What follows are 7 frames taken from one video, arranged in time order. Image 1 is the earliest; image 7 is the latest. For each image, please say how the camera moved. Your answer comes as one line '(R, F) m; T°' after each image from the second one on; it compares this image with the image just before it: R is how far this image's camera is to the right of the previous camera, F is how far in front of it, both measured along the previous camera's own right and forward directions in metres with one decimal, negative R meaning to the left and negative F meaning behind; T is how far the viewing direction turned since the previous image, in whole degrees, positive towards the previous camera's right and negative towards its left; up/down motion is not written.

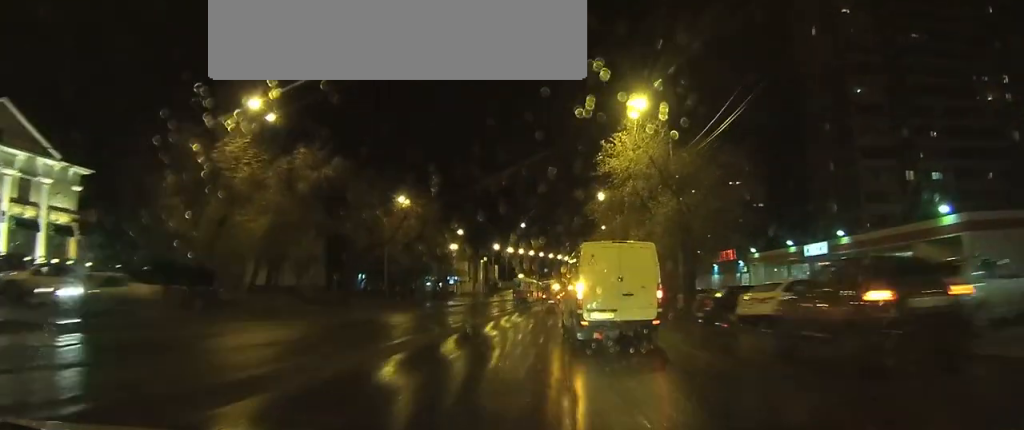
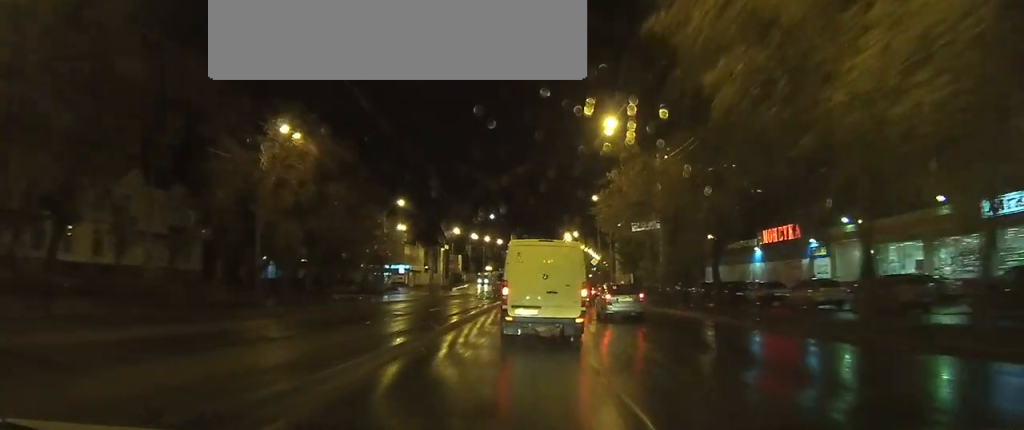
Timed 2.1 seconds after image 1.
(-0.2, +27.6) m; -1°
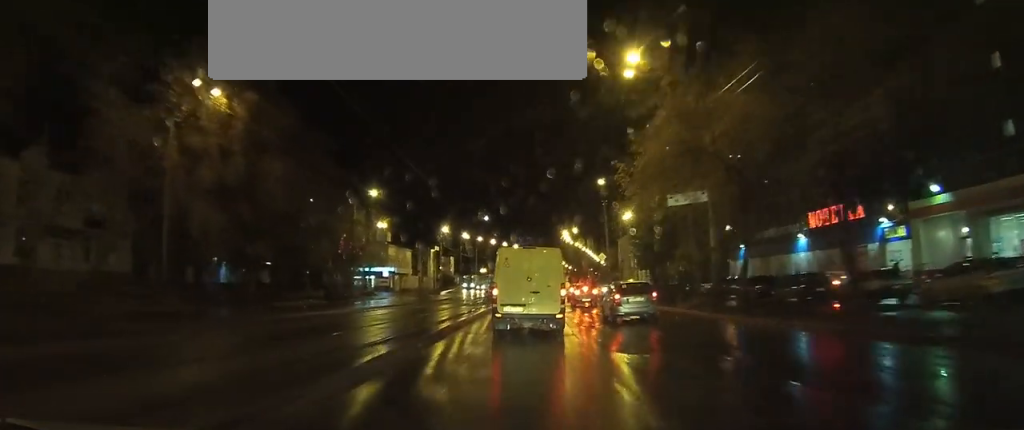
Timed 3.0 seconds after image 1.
(-0.1, +11.3) m; +1°
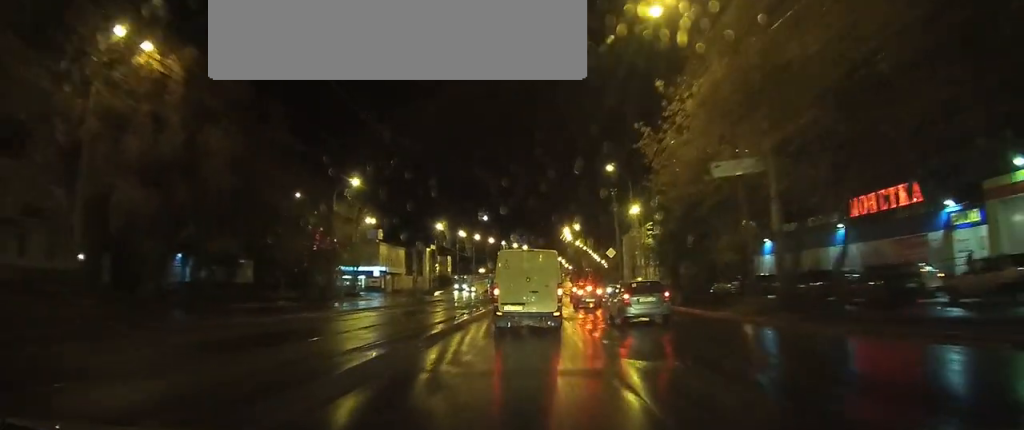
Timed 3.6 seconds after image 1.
(+0.1, +6.5) m; +1°
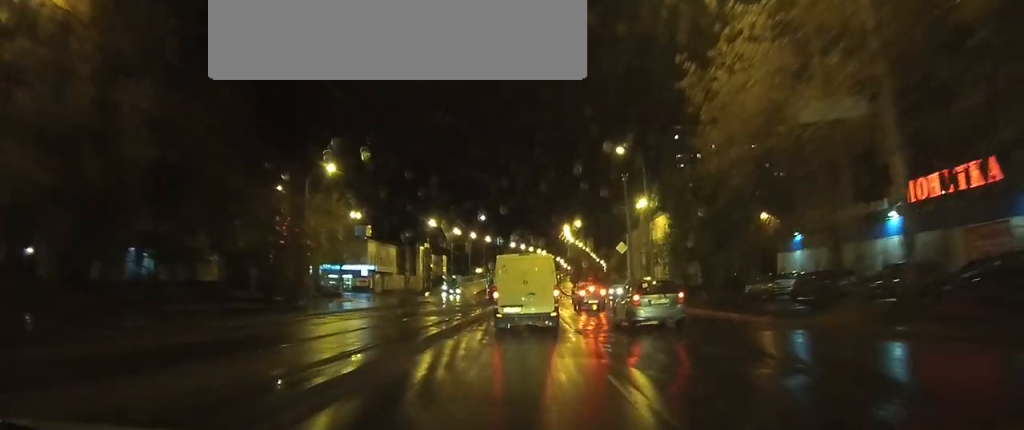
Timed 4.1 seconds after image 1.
(0.0, +6.5) m; +1°
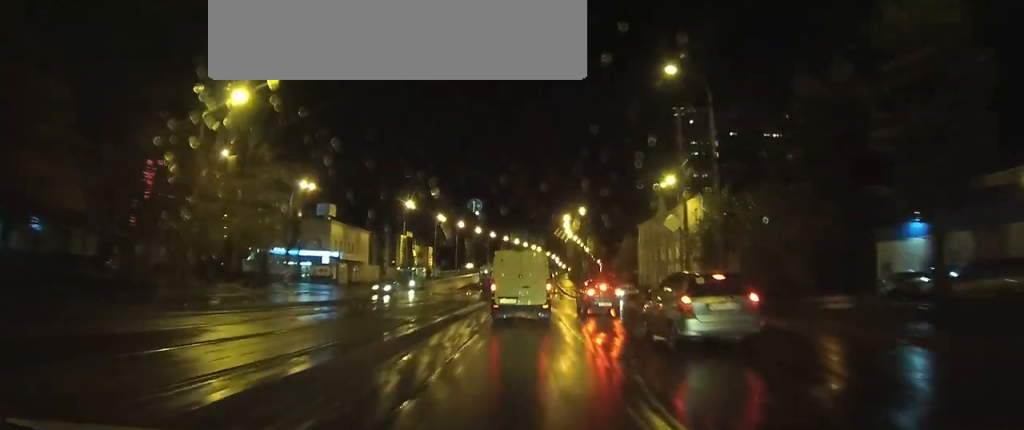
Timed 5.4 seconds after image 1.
(+0.4, +16.2) m; +2°
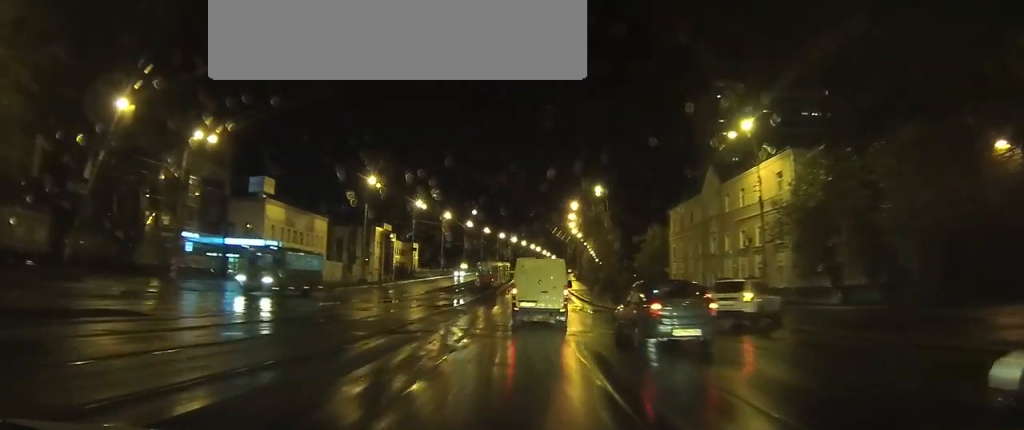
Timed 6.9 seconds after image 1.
(+0.2, +25.3) m; 0°
